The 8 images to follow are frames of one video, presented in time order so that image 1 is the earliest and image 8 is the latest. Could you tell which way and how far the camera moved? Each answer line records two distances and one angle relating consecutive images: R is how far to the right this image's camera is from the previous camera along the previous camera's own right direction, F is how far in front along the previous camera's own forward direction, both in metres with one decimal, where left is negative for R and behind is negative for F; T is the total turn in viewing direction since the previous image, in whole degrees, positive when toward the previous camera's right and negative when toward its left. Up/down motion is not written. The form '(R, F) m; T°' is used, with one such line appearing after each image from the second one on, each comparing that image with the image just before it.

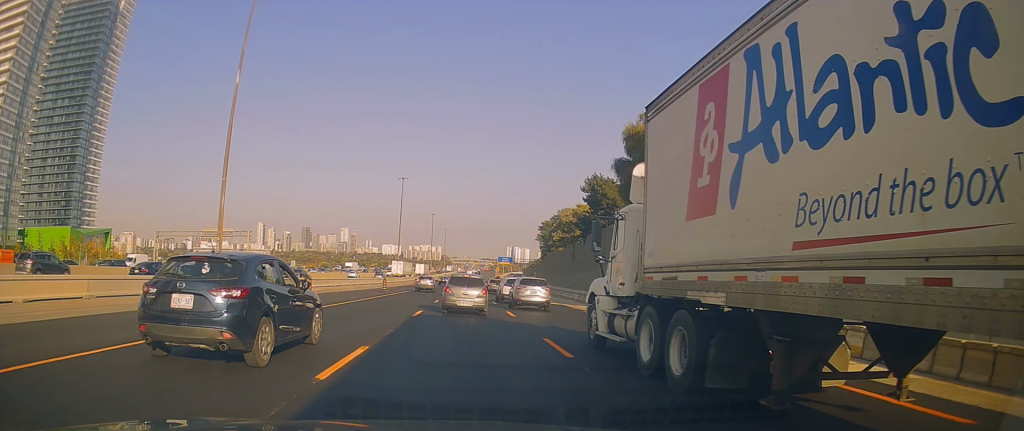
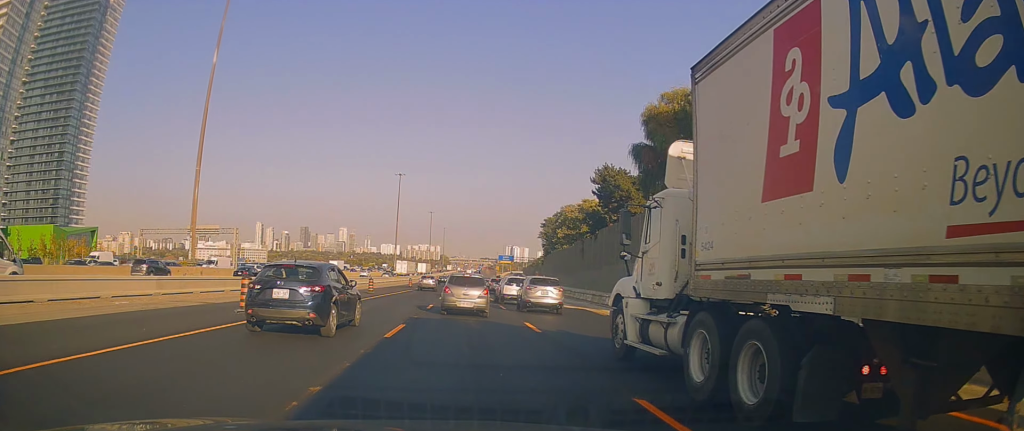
(0.0, +7.1) m; 0°
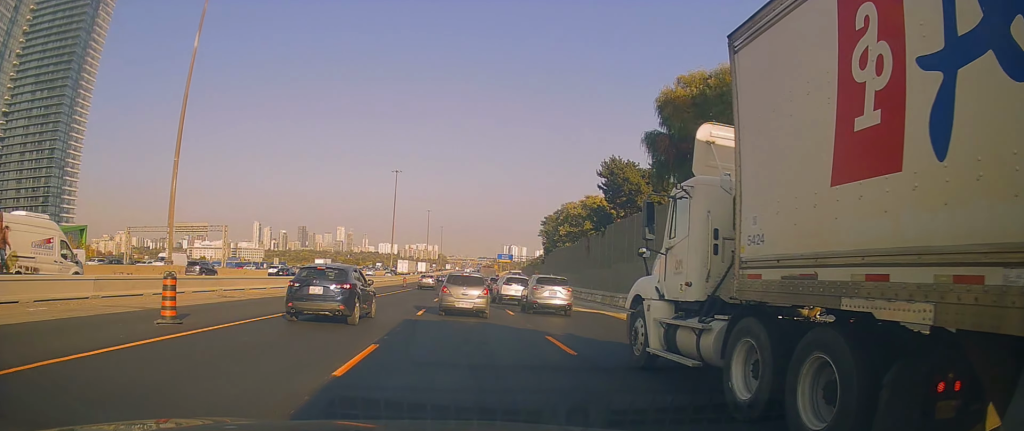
(0.0, +4.7) m; +1°
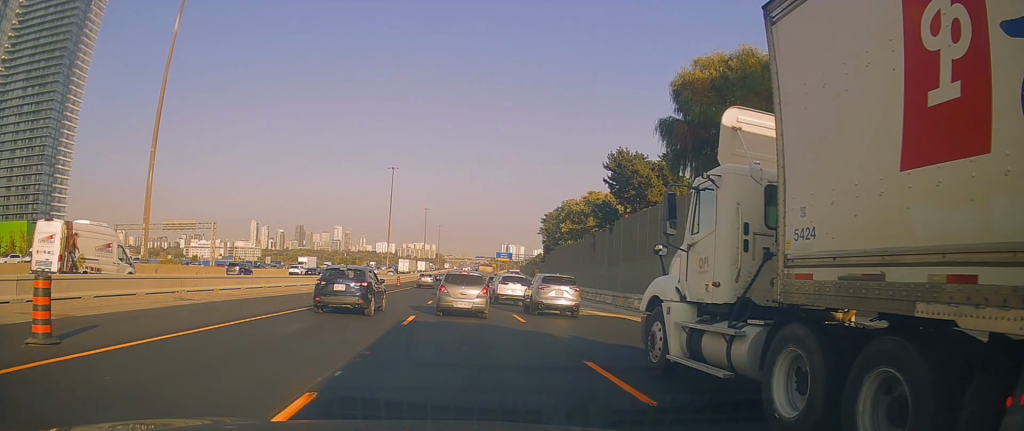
(-0.2, +4.4) m; +2°
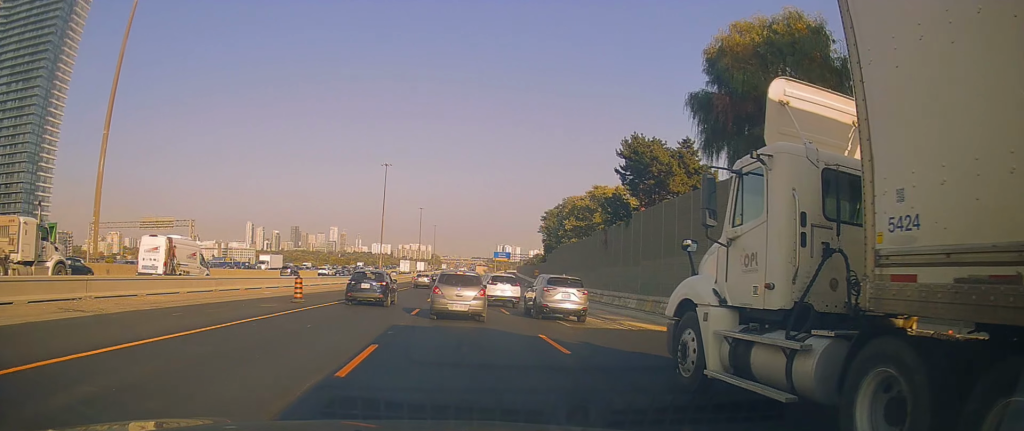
(+0.6, +7.9) m; +1°
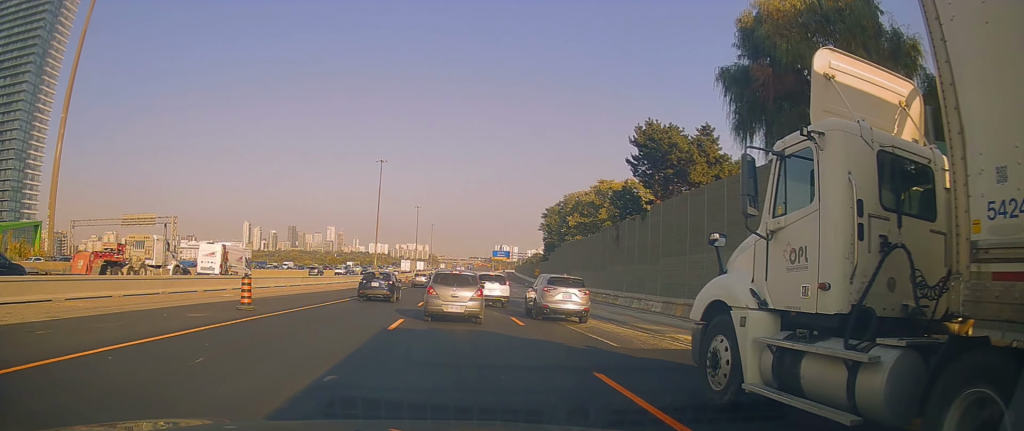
(-0.5, +5.8) m; 0°
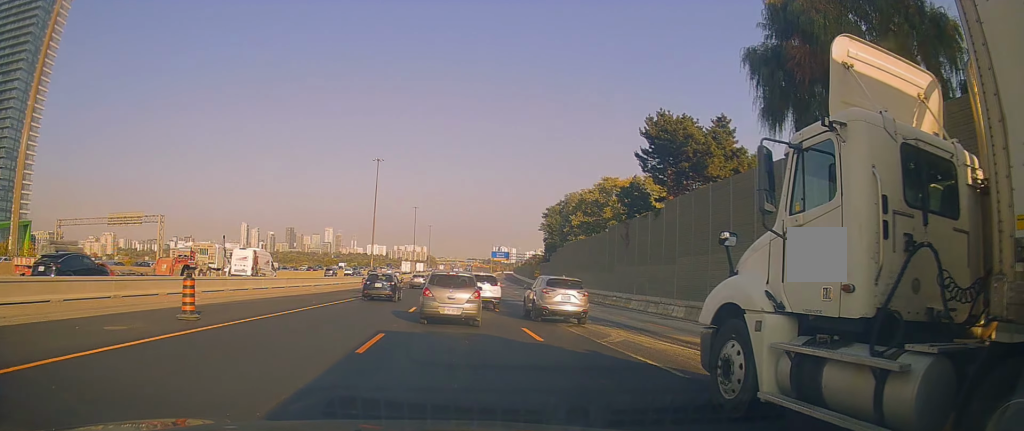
(+0.2, +4.0) m; +3°
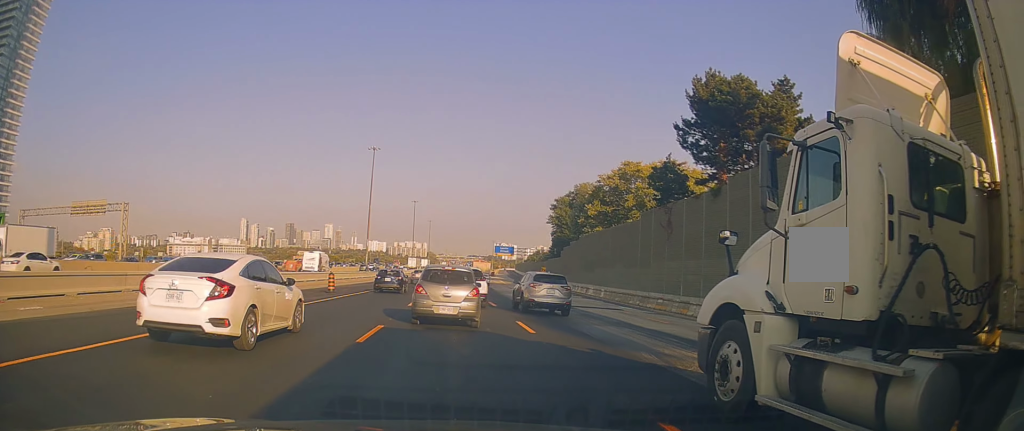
(+0.4, +11.1) m; -1°
